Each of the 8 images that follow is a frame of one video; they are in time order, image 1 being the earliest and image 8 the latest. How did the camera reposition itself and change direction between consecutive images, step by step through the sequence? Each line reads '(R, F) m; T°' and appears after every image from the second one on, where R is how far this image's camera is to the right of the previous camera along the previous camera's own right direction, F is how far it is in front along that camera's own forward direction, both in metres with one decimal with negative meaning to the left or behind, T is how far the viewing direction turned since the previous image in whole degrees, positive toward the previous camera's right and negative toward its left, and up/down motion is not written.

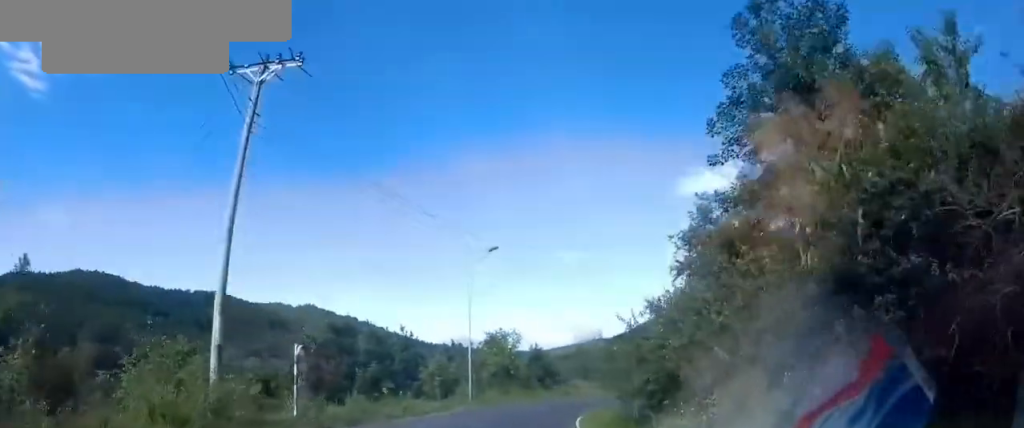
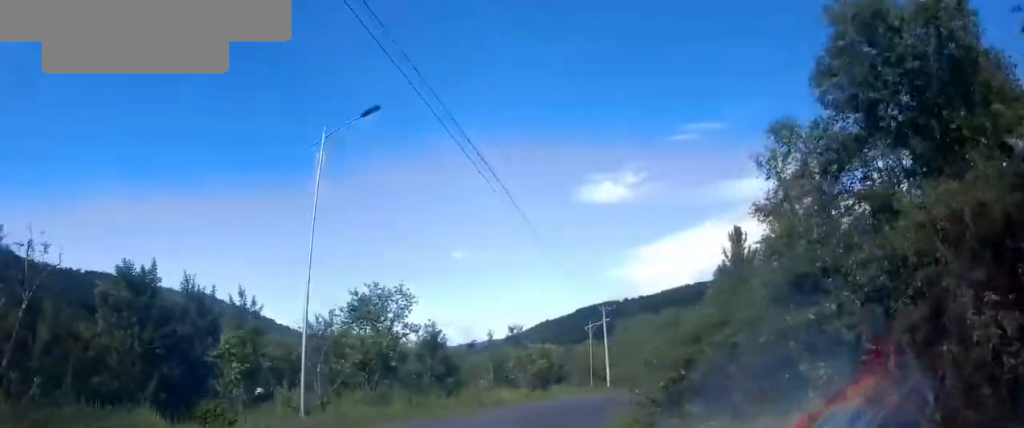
(+1.8, +16.4) m; +13°
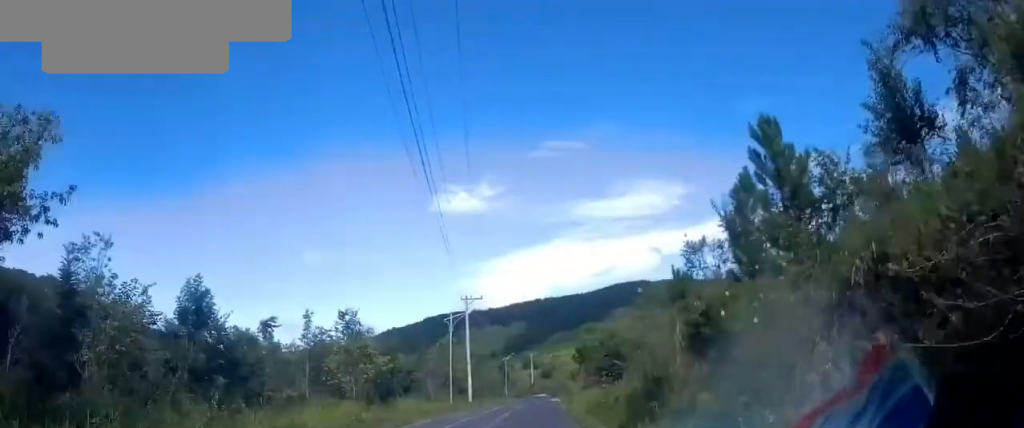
(+1.5, +14.4) m; +14°
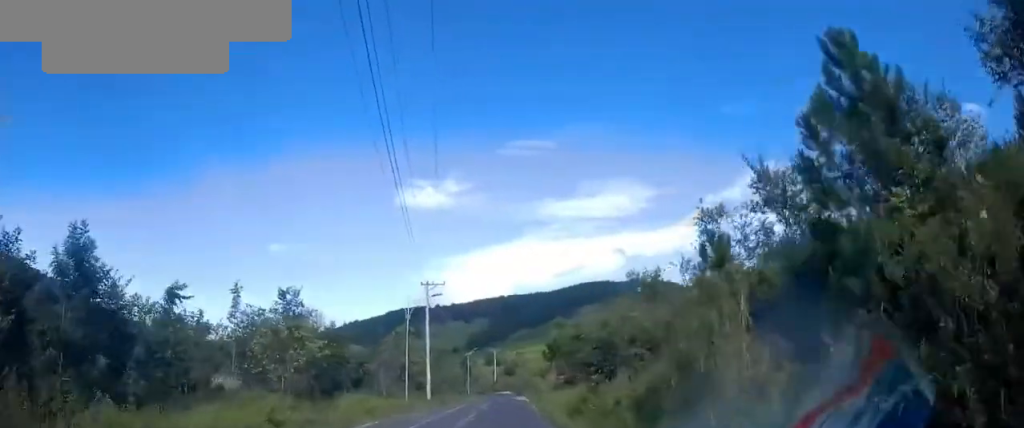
(+0.4, +5.0) m; +5°
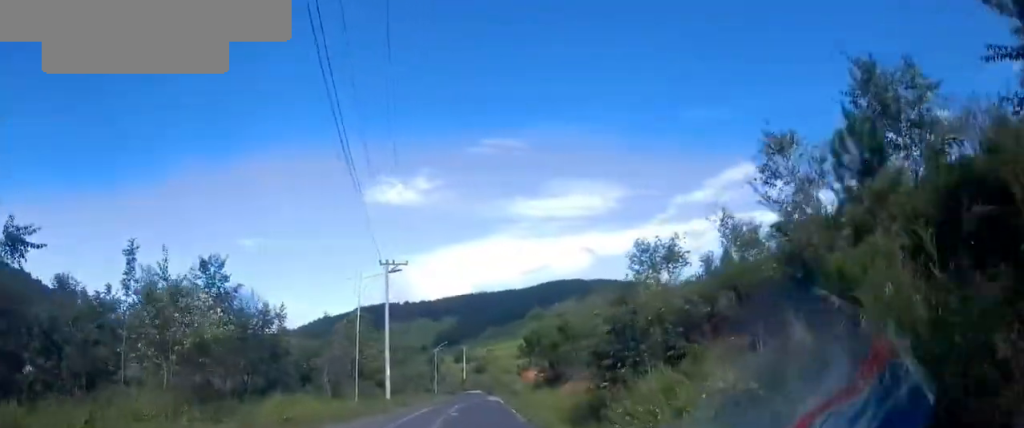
(+0.2, +6.4) m; +4°
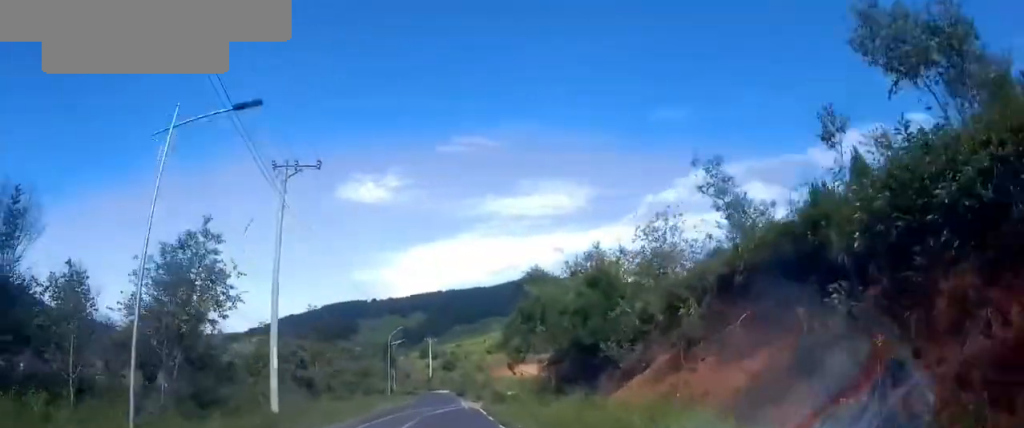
(+1.2, +16.7) m; +6°
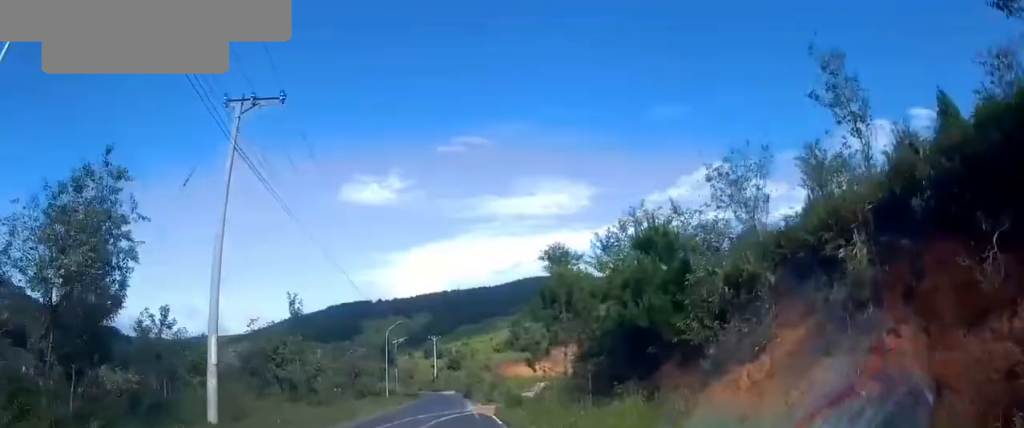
(0.0, +5.5) m; -1°
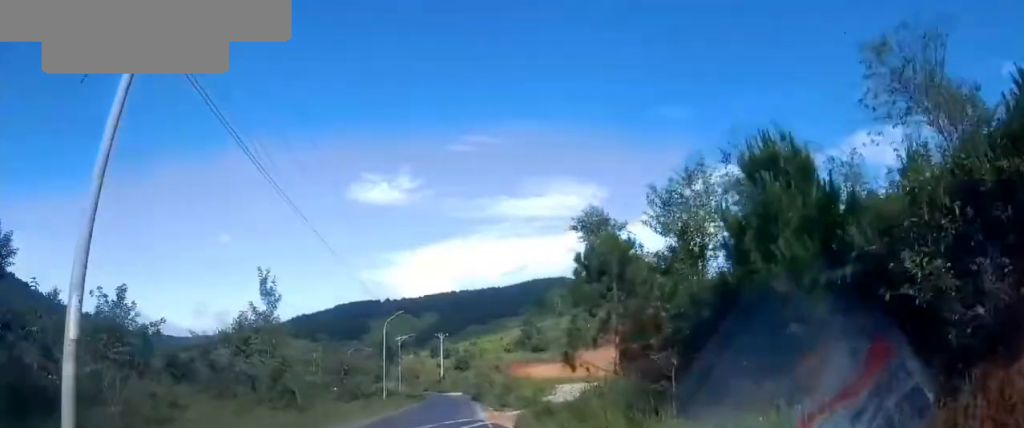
(-0.1, +6.1) m; 0°
